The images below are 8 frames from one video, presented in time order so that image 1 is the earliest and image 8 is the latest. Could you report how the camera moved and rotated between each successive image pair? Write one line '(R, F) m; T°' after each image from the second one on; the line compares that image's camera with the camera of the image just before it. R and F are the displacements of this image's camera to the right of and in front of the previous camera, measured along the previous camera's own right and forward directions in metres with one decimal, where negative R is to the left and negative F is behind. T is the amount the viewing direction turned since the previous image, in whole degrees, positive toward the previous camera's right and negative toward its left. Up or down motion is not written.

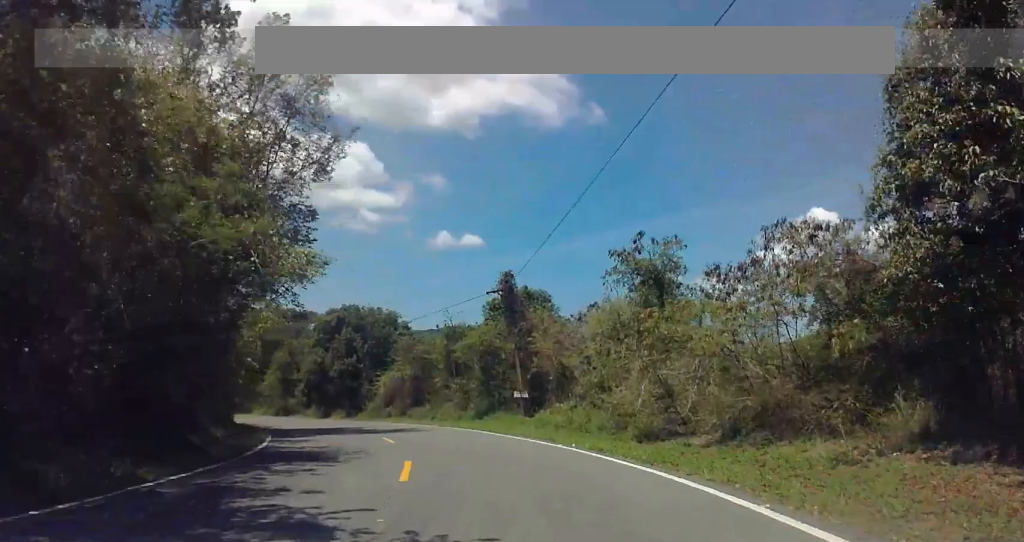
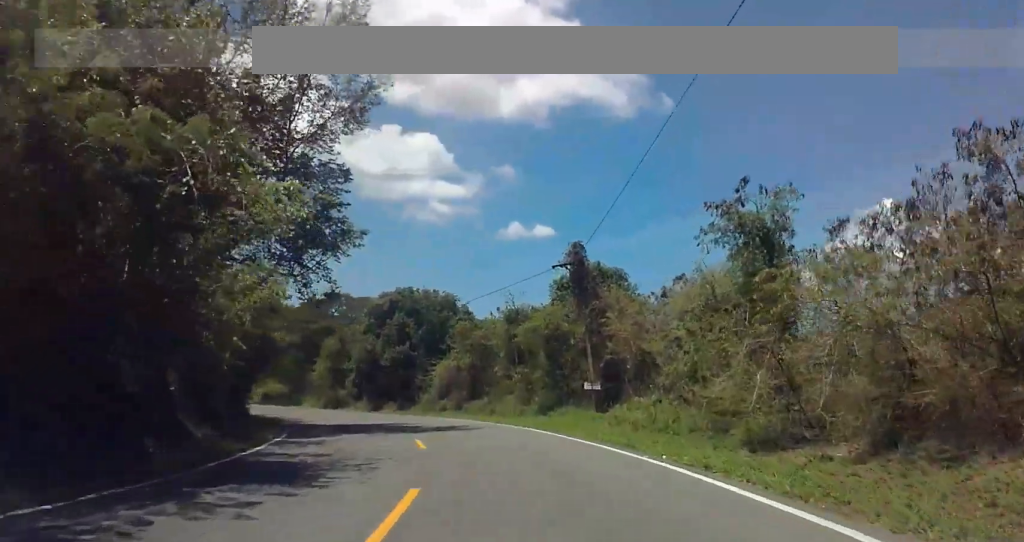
(-1.8, +6.4) m; -10°
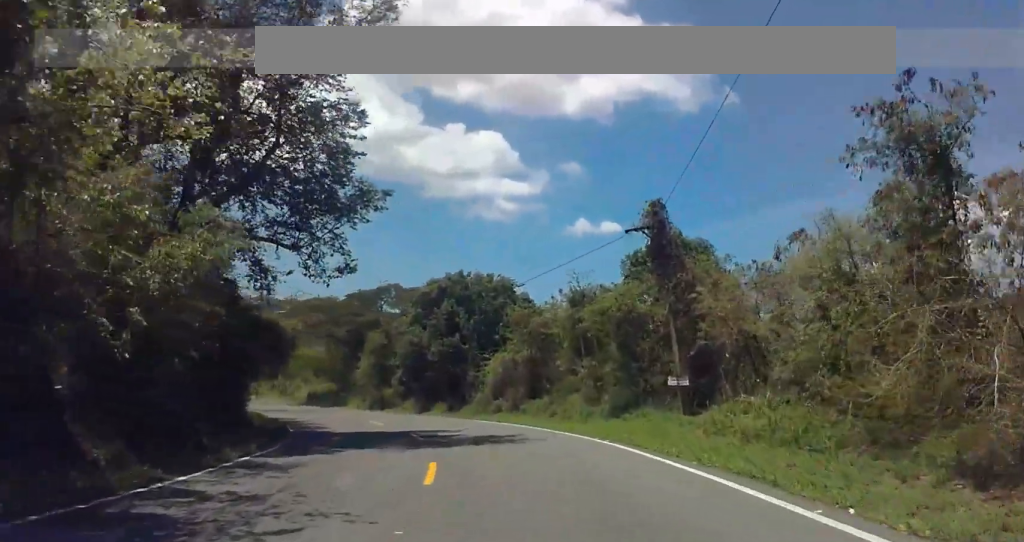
(+0.2, +7.9) m; +1°
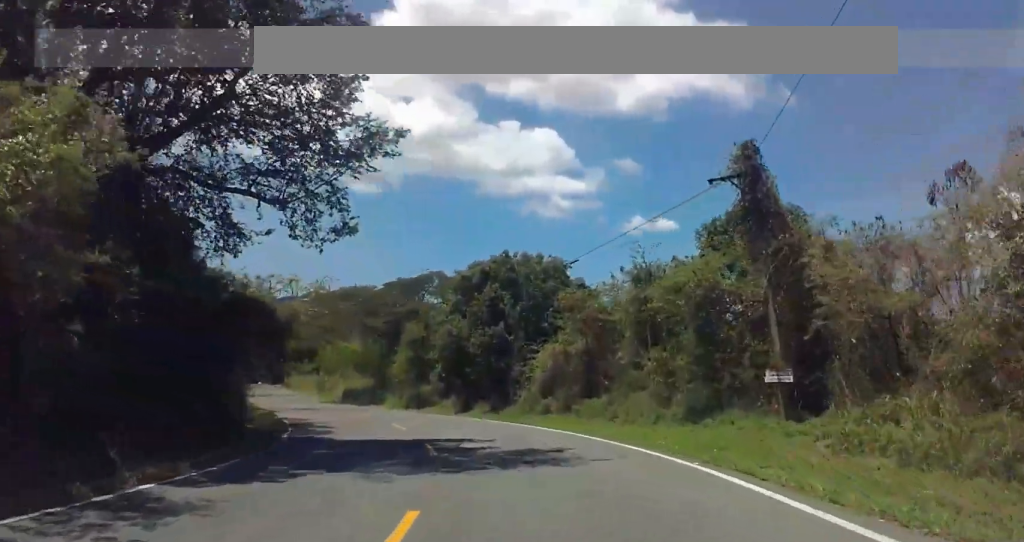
(+0.2, +7.0) m; +2°
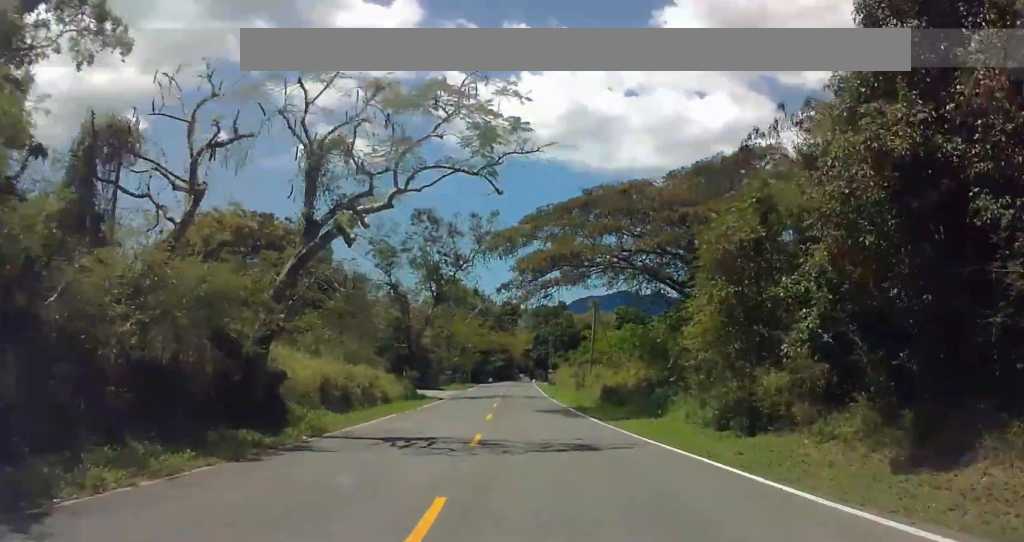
(-12.3, +32.9) m; -33°
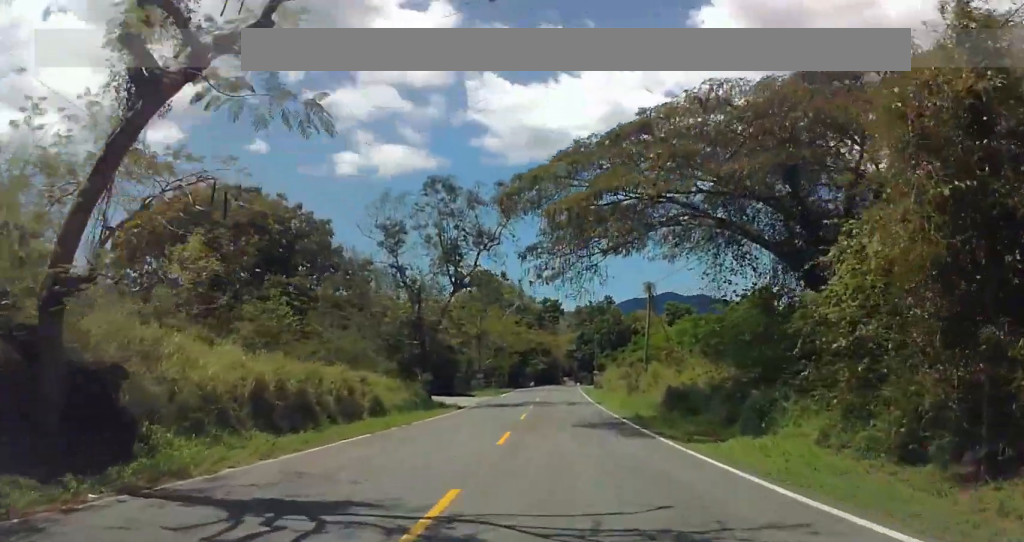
(0.0, +11.3) m; -1°
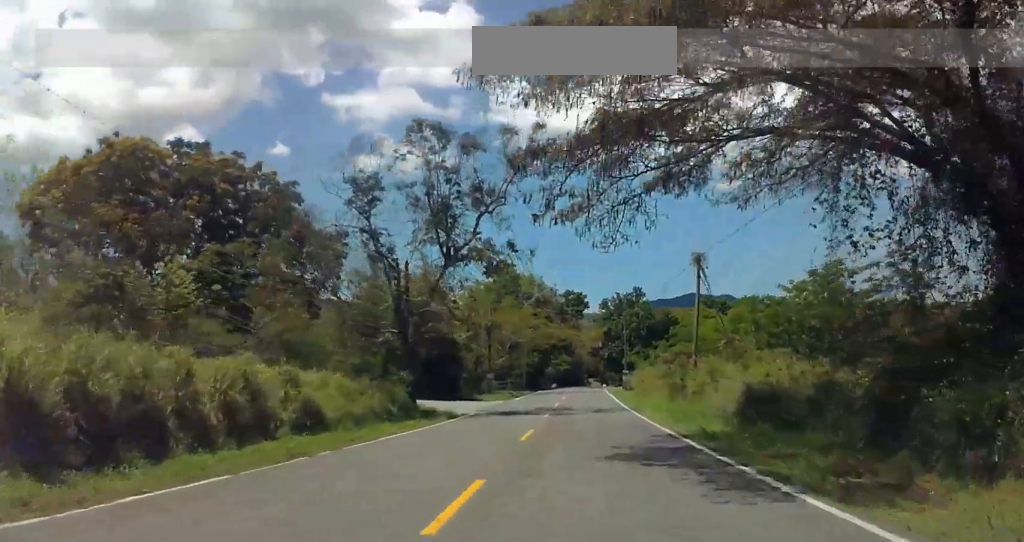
(0.0, +11.6) m; -1°
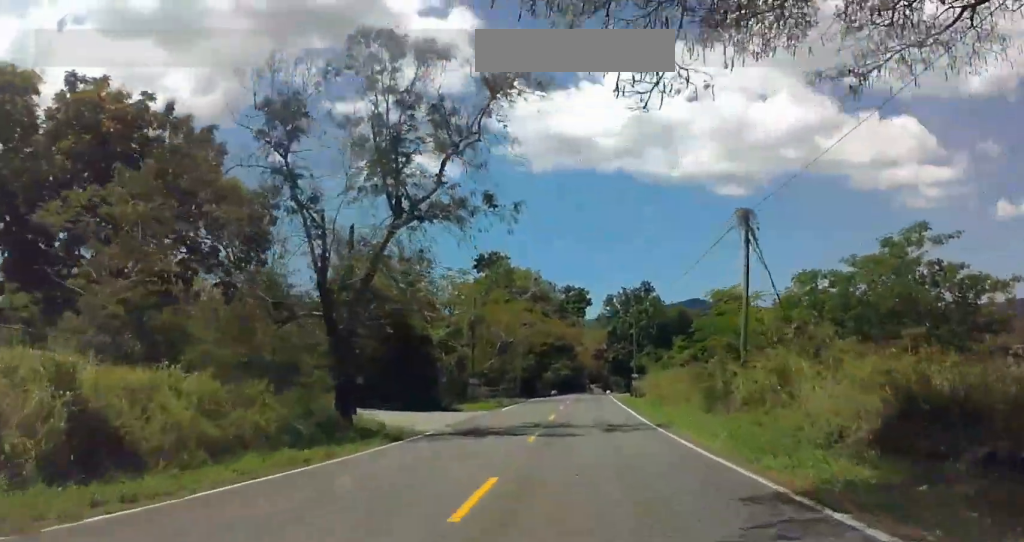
(-0.5, +11.6) m; +4°
